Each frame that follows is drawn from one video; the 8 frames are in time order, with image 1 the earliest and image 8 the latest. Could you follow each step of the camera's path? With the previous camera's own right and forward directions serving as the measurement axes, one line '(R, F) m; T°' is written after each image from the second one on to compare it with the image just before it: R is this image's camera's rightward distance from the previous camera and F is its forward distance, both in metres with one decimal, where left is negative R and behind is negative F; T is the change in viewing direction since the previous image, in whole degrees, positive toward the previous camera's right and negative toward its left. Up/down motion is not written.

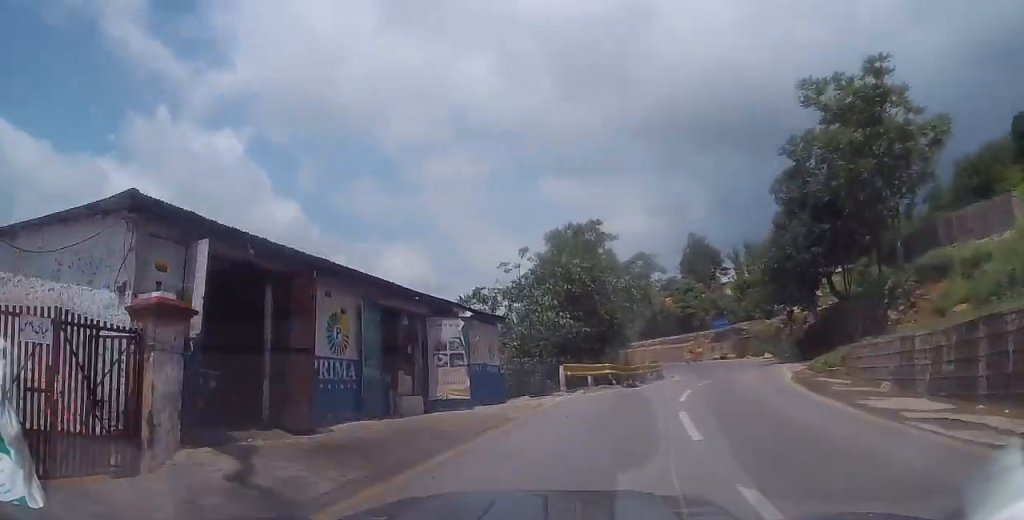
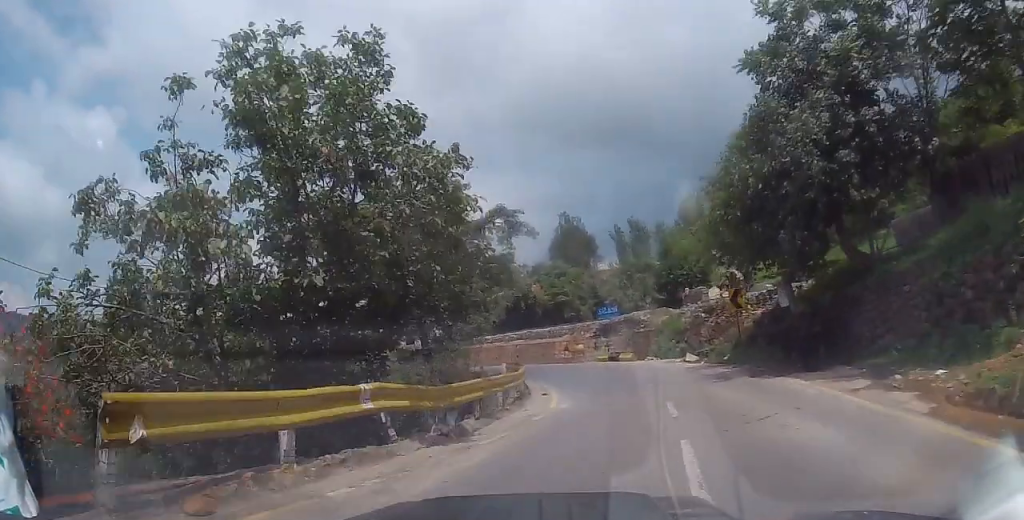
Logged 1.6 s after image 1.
(+0.7, +15.7) m; +9°
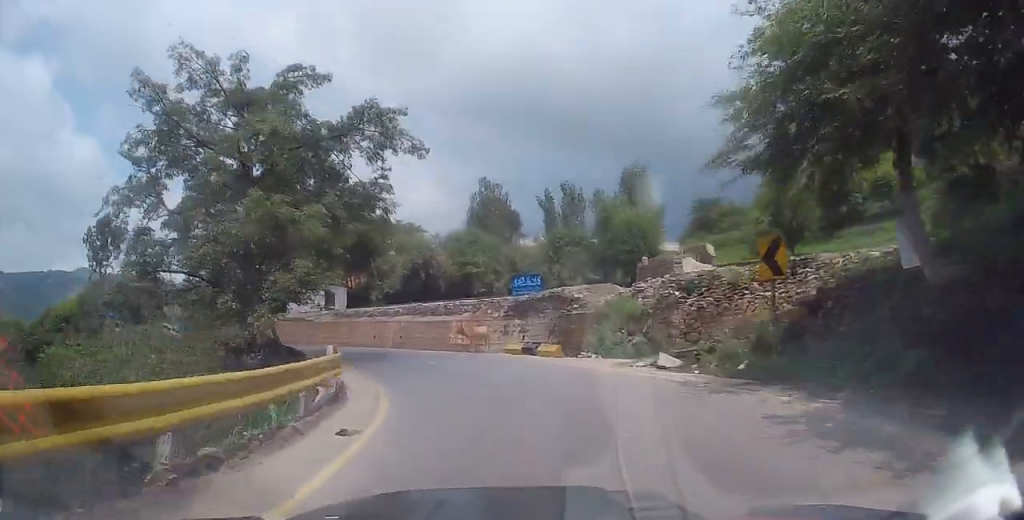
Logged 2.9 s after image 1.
(+1.5, +12.9) m; +5°
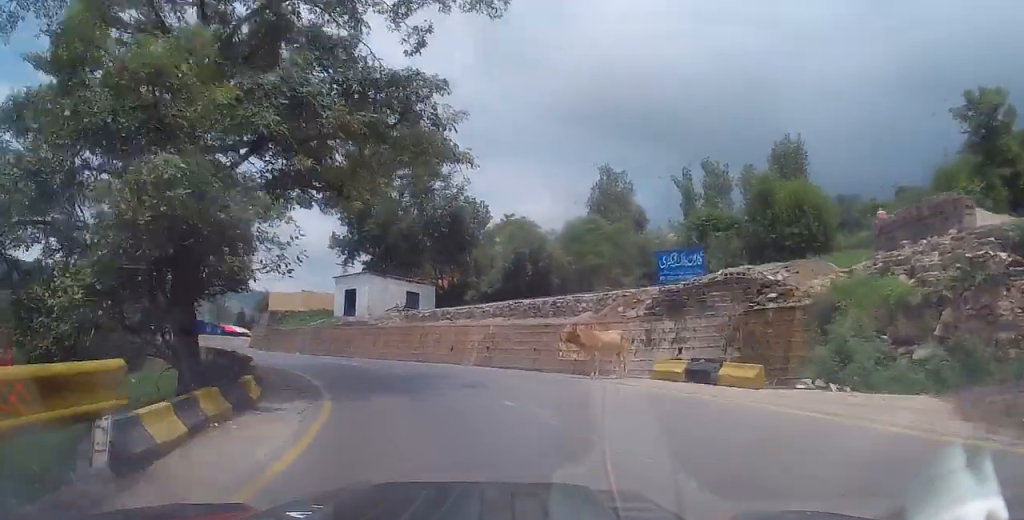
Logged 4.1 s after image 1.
(-0.7, +11.7) m; -12°
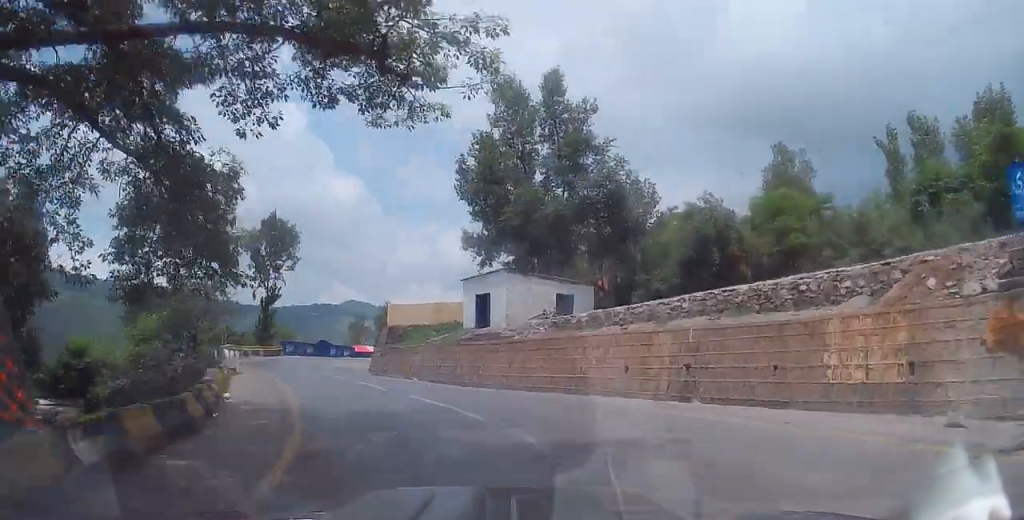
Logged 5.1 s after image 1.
(-1.3, +10.0) m; -13°
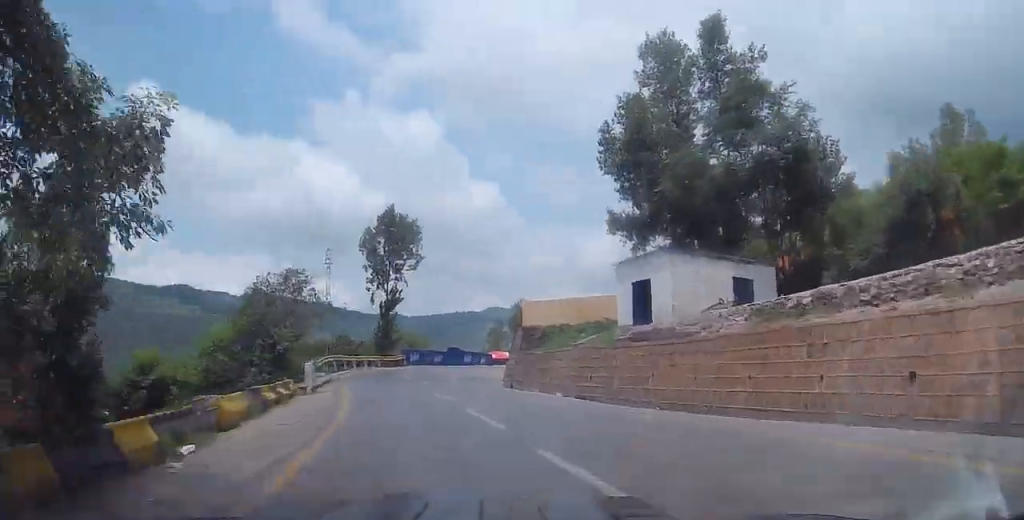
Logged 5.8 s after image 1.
(-0.6, +7.4) m; -10°
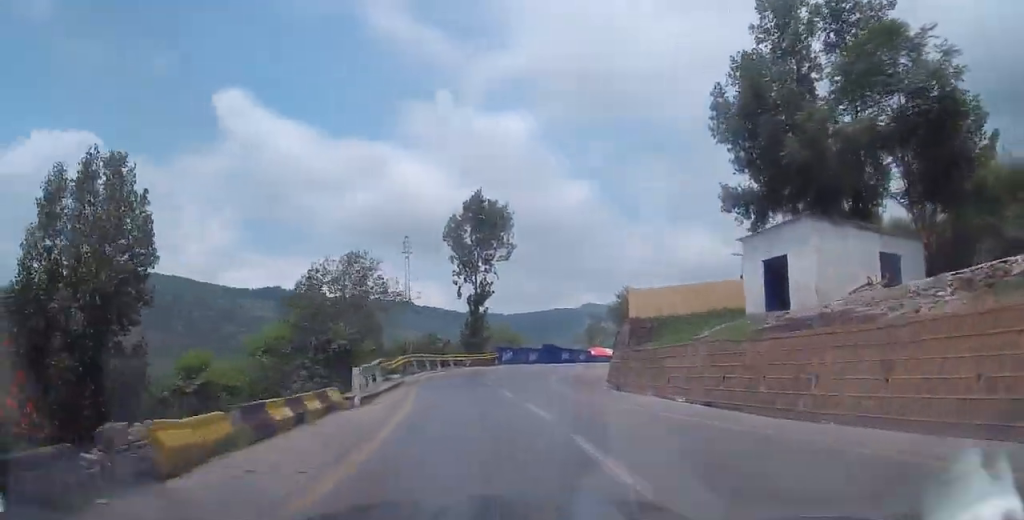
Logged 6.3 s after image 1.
(+0.1, +4.8) m; -7°
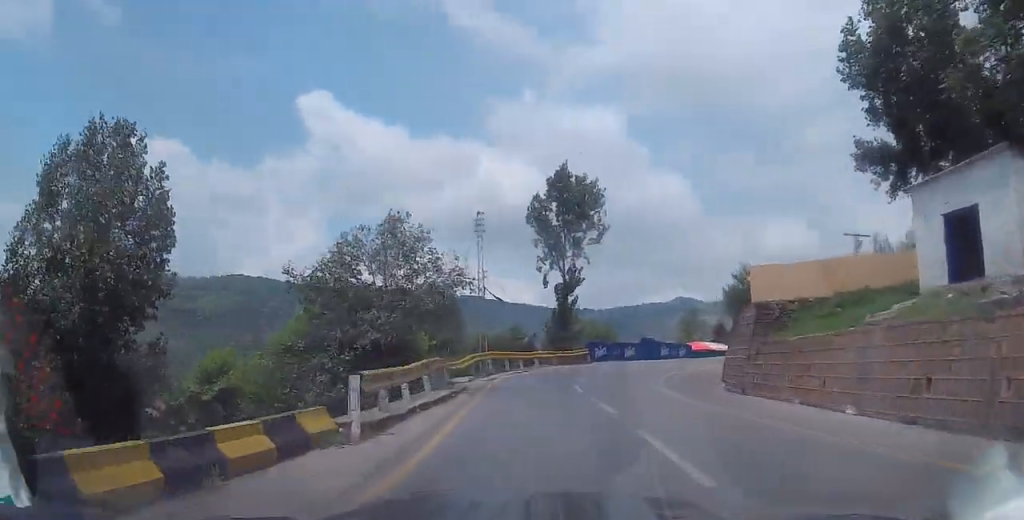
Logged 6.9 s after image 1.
(-0.8, +6.0) m; -6°
